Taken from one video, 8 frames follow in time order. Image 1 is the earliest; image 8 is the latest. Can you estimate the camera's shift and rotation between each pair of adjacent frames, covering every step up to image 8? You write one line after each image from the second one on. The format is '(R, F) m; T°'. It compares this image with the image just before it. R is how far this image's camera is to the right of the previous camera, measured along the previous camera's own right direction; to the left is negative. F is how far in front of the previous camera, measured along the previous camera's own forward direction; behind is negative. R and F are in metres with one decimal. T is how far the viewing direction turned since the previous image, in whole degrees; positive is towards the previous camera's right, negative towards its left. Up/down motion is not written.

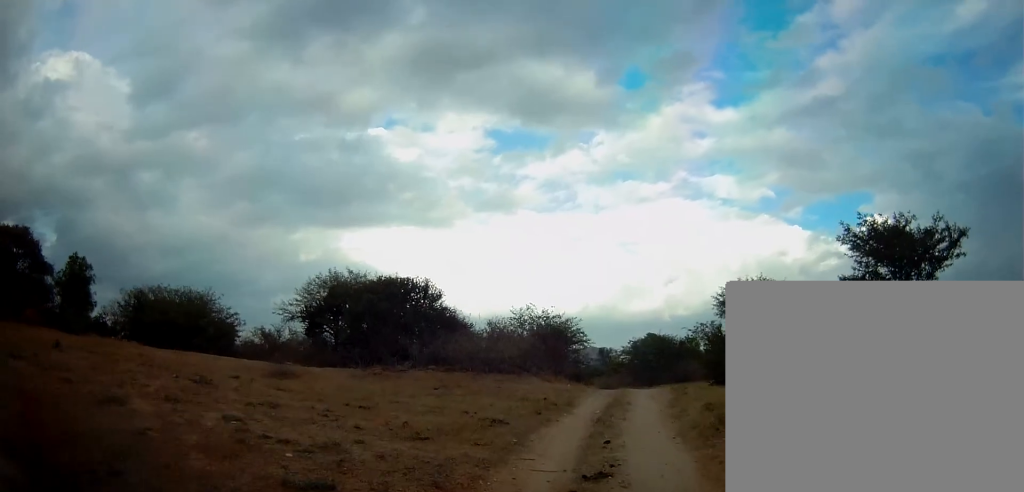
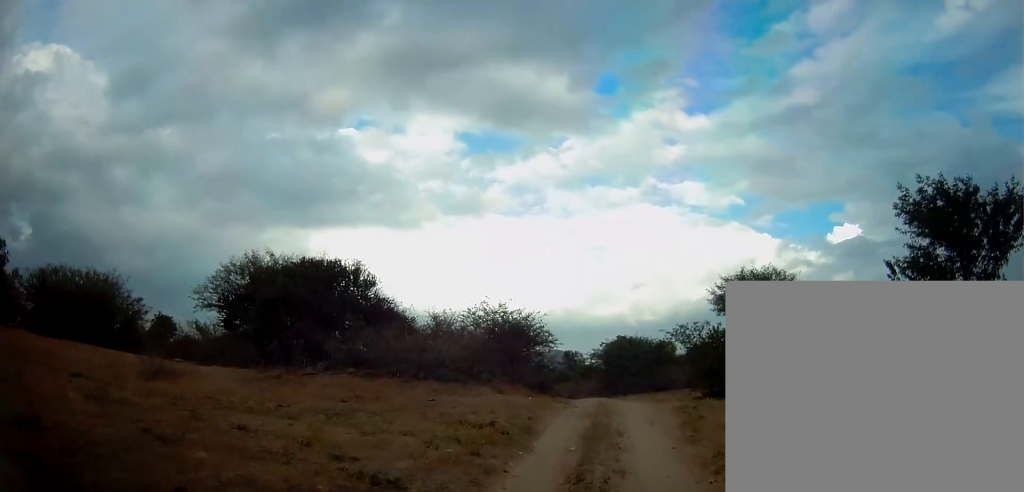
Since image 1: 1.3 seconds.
(+0.1, +4.7) m; +4°
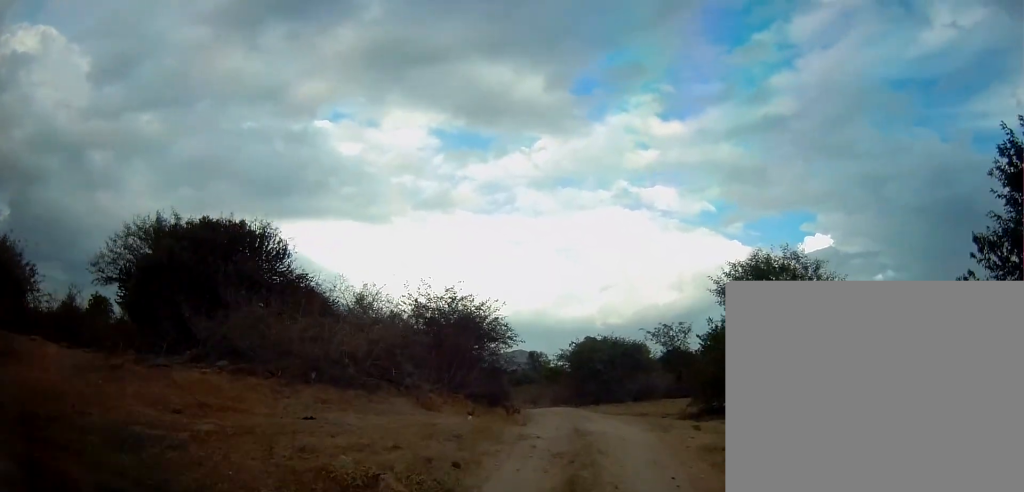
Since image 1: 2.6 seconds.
(+0.2, +4.8) m; +3°
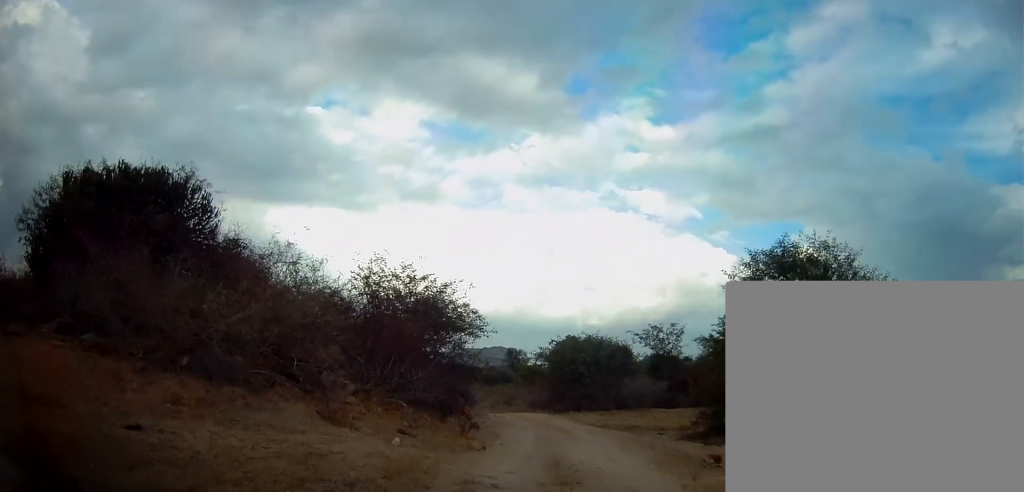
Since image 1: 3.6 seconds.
(0.0, +3.3) m; +3°
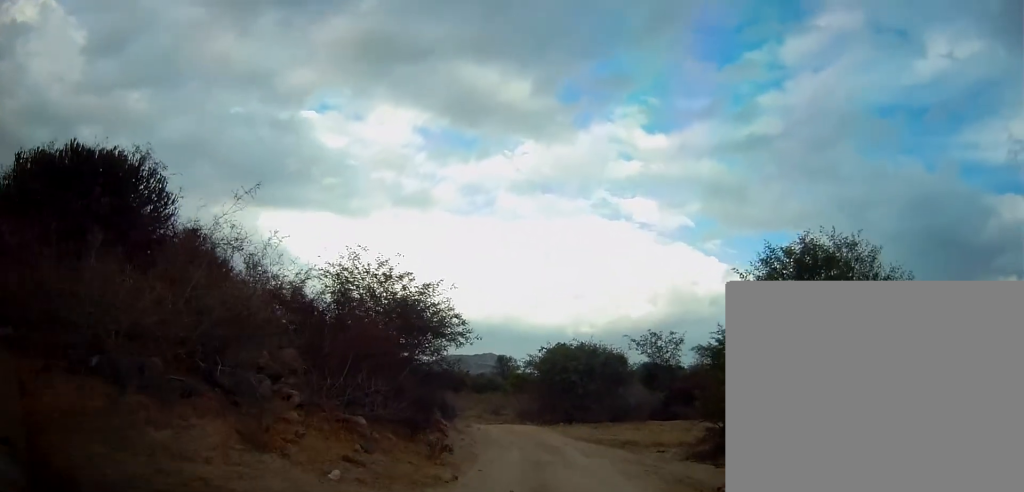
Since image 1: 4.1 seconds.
(+0.1, +1.5) m; +1°
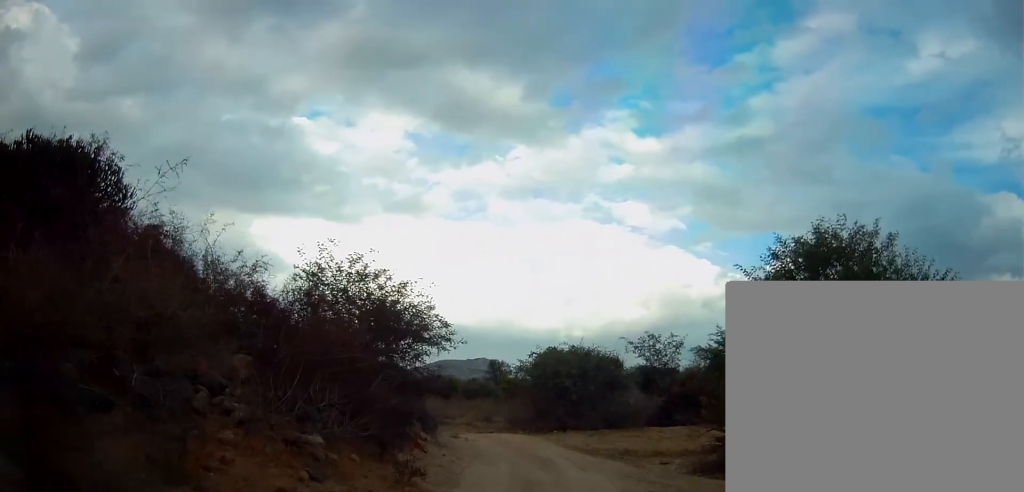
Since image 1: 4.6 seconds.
(0.0, +1.3) m; +1°
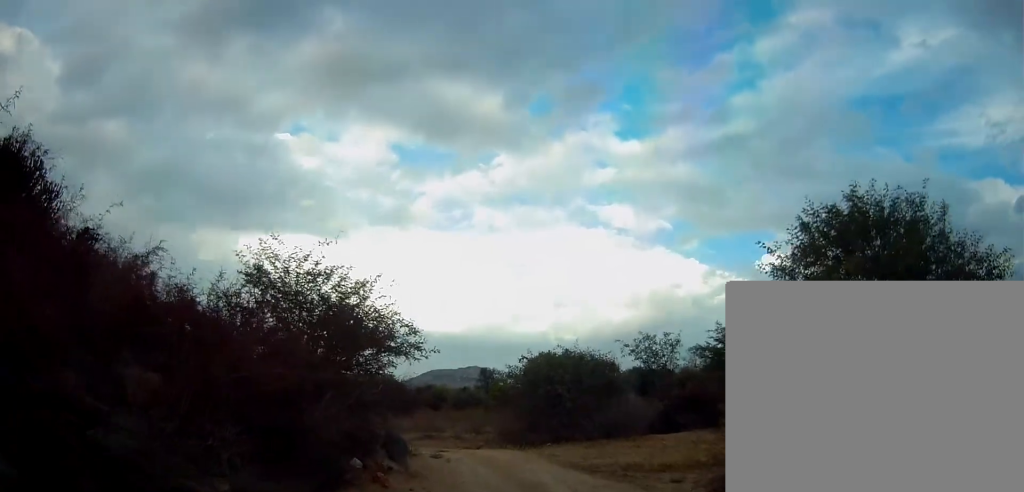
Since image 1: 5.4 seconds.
(0.0, +2.2) m; +2°
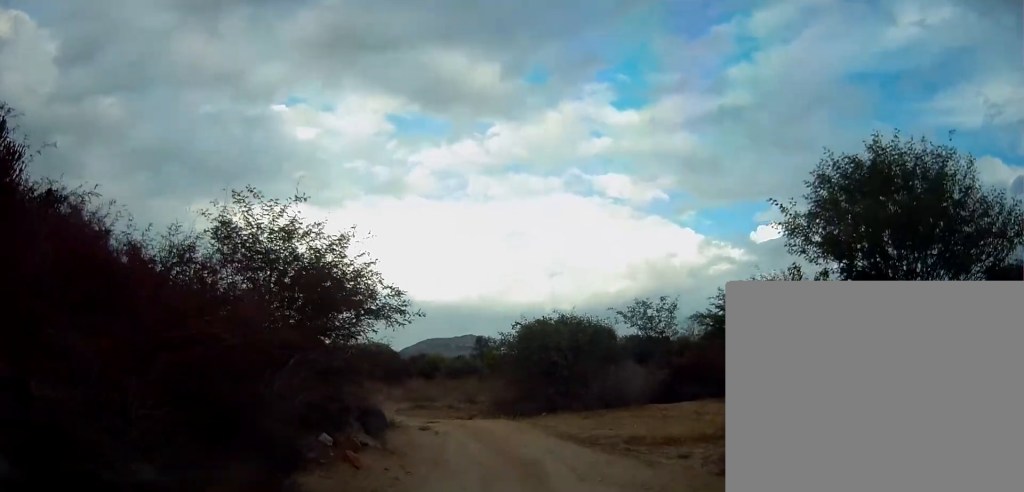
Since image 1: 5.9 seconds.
(0.0, +1.0) m; -1°
